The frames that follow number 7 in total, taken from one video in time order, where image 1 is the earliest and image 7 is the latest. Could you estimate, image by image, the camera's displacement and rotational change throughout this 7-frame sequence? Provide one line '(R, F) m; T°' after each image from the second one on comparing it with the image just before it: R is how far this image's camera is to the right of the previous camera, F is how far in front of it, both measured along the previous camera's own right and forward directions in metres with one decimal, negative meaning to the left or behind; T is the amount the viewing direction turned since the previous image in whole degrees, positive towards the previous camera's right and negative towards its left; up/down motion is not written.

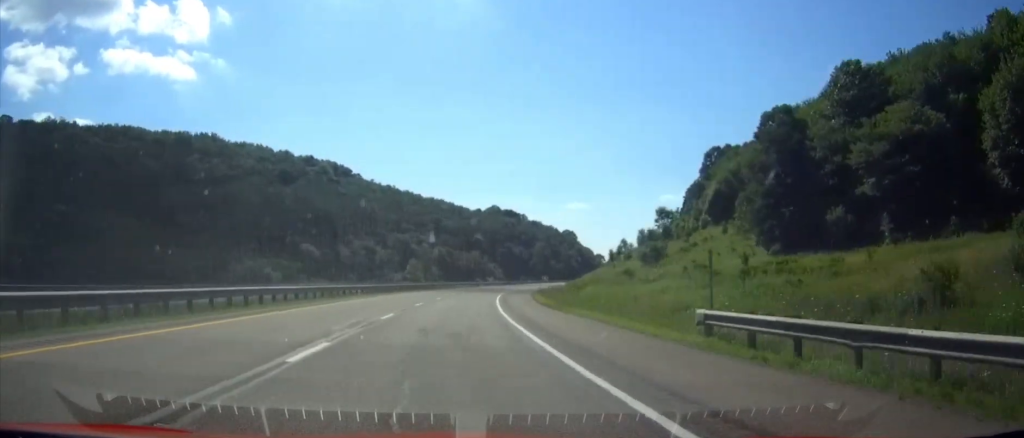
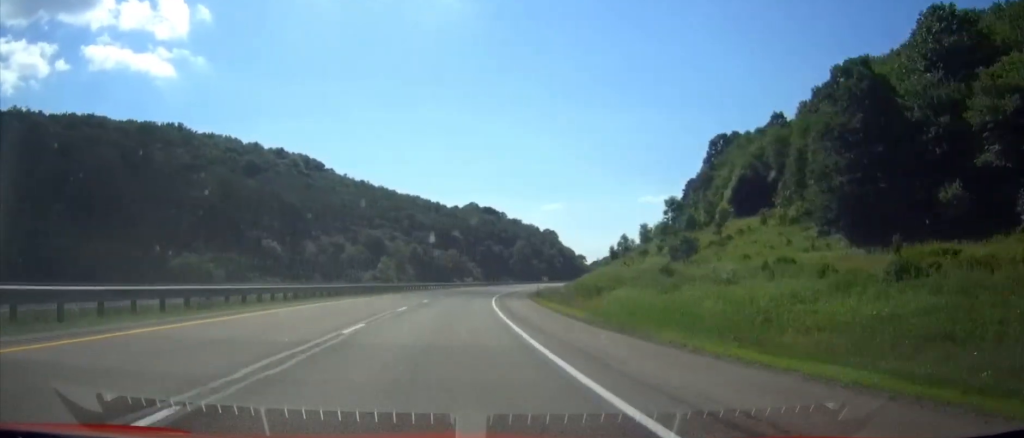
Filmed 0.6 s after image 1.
(+0.2, +18.8) m; +2°
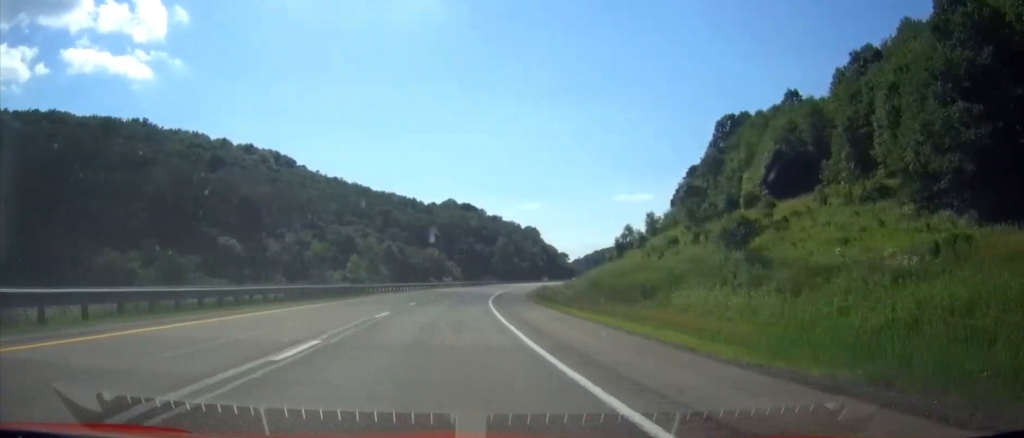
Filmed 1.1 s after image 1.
(+0.1, +17.6) m; +2°
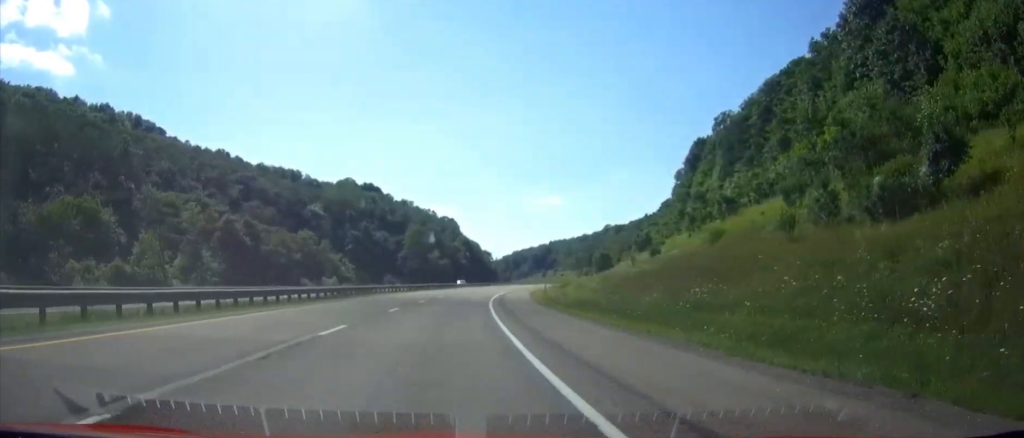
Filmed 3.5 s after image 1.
(+6.0, +80.1) m; +9°
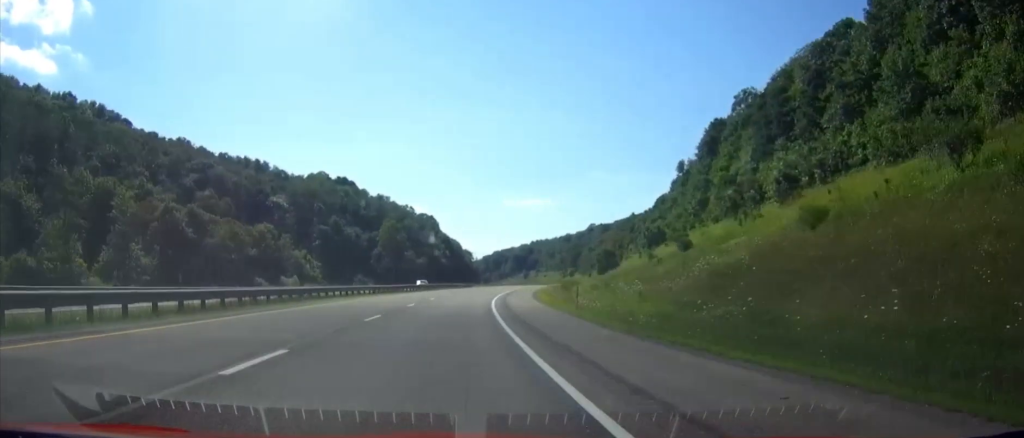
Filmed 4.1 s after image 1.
(+0.3, +18.7) m; +2°
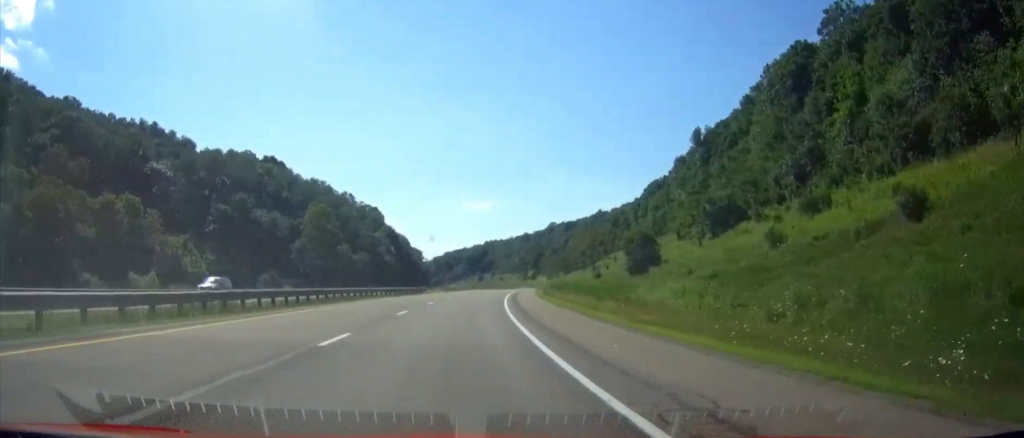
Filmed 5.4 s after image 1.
(+2.1, +43.9) m; +5°
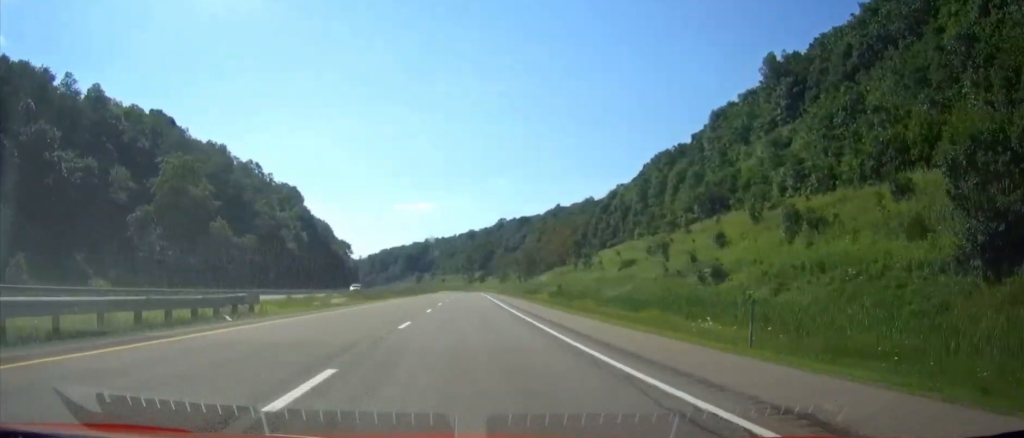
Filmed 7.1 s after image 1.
(+2.3, +54.8) m; +4°
